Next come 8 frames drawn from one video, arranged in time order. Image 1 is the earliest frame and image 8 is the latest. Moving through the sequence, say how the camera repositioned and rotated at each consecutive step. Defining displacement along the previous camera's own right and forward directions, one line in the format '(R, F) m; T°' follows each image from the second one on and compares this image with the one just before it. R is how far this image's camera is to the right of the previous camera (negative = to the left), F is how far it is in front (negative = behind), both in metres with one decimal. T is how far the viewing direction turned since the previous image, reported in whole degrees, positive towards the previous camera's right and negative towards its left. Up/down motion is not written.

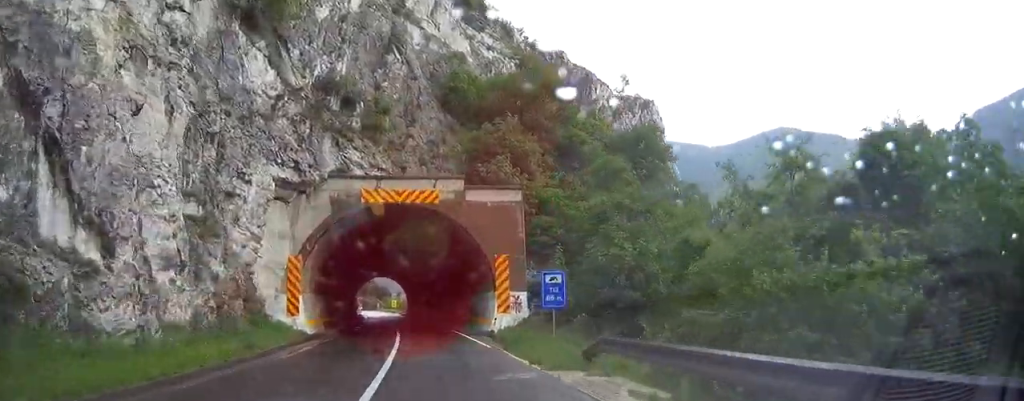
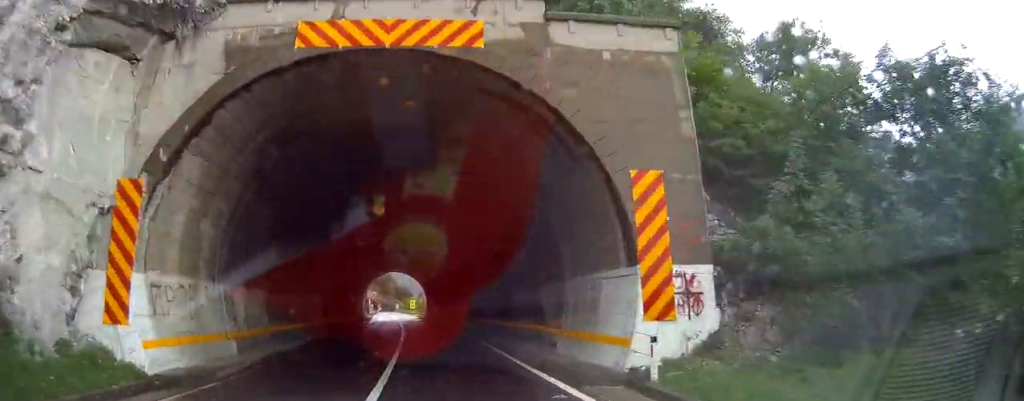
(-0.2, +19.8) m; 0°
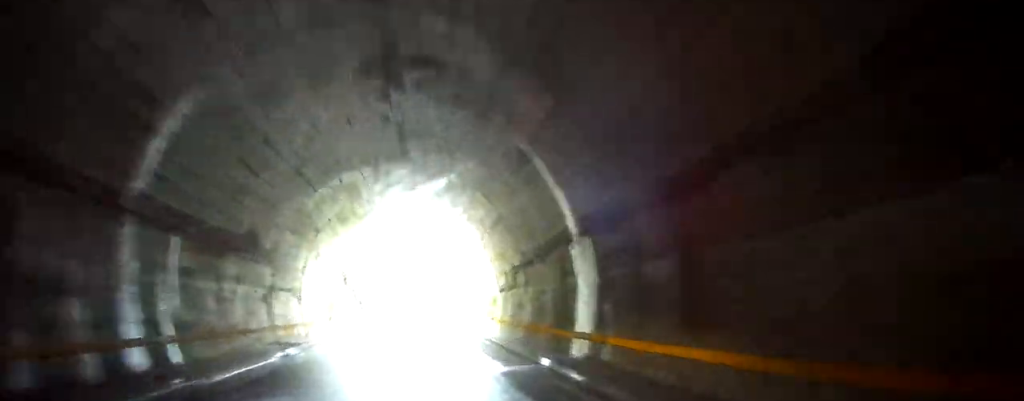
(0.0, +59.7) m; -1°
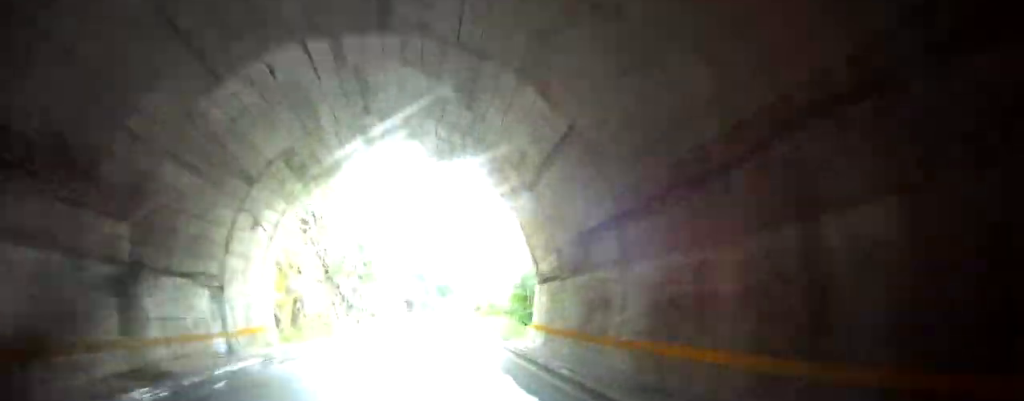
(-0.2, +11.0) m; -1°
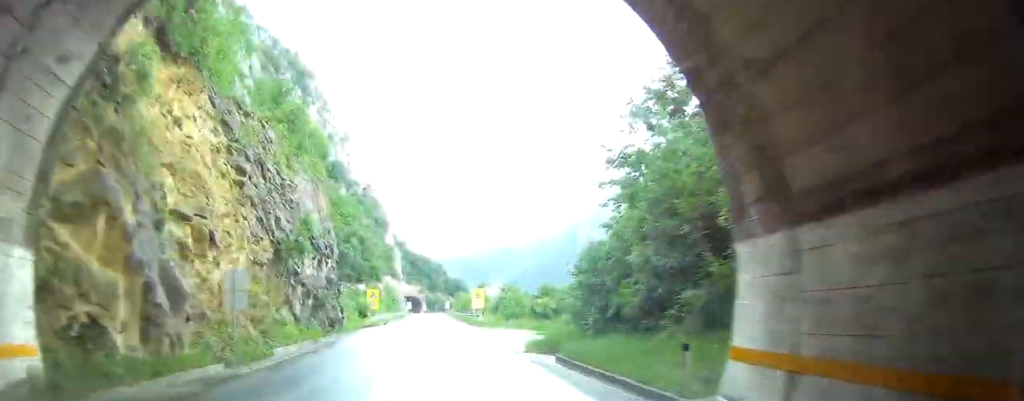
(-0.1, +14.5) m; 0°
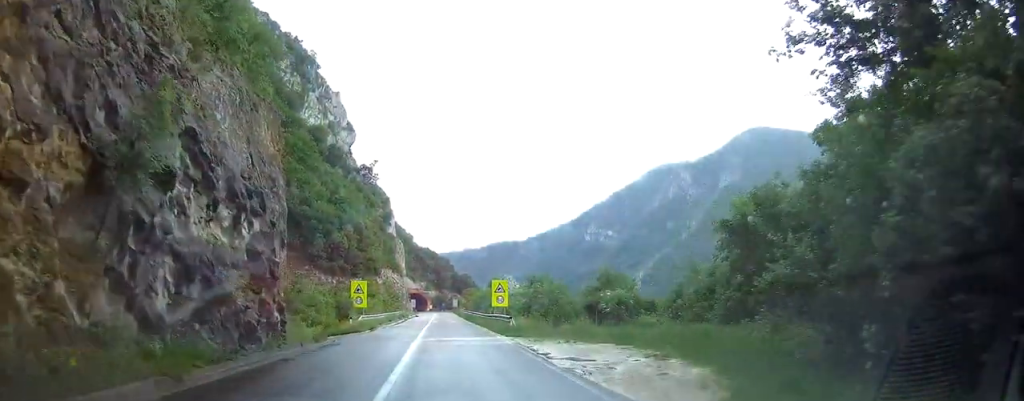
(0.0, +15.7) m; 0°
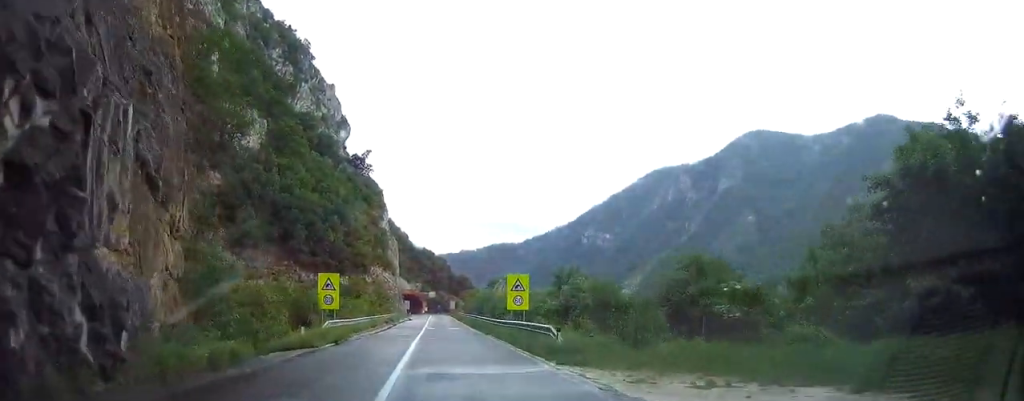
(0.0, +11.9) m; 0°
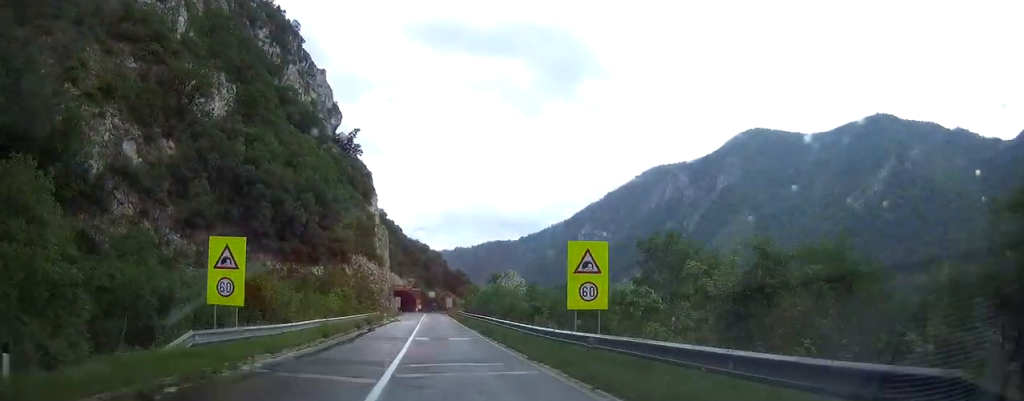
(0.0, +16.4) m; 0°
